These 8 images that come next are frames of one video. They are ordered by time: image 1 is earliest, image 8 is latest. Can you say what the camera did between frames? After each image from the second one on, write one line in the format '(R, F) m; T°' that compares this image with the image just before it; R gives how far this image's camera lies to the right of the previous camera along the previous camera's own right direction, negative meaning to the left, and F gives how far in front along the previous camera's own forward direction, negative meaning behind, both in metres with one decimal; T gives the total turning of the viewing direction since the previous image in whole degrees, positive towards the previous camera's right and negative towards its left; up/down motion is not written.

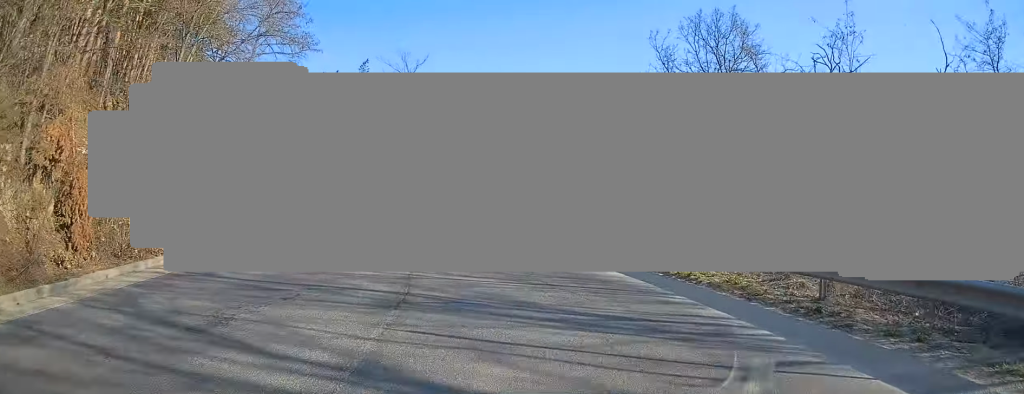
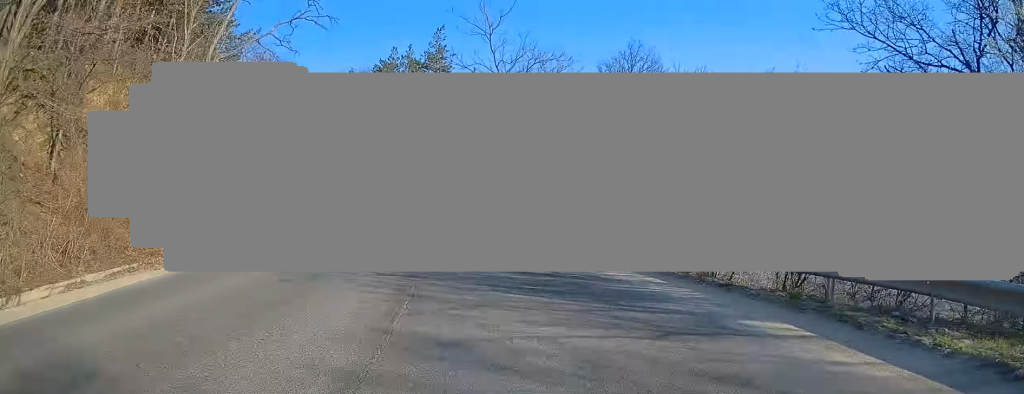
(-0.9, +11.1) m; -10°
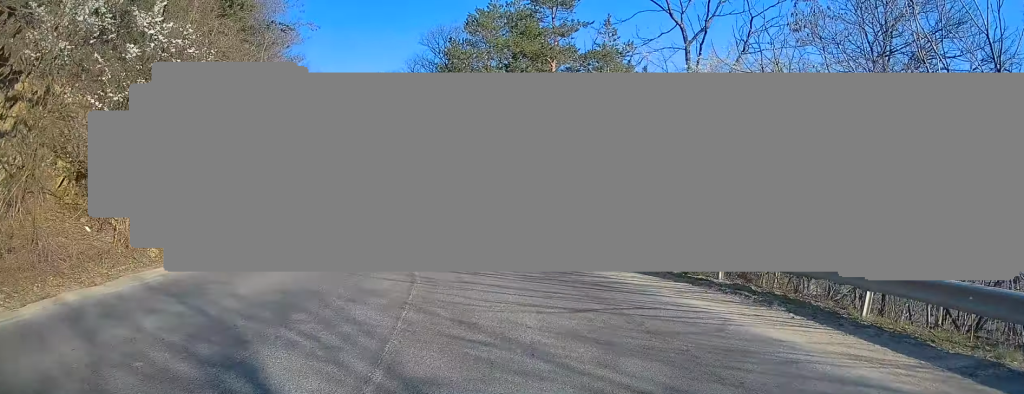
(-1.5, +13.8) m; -11°
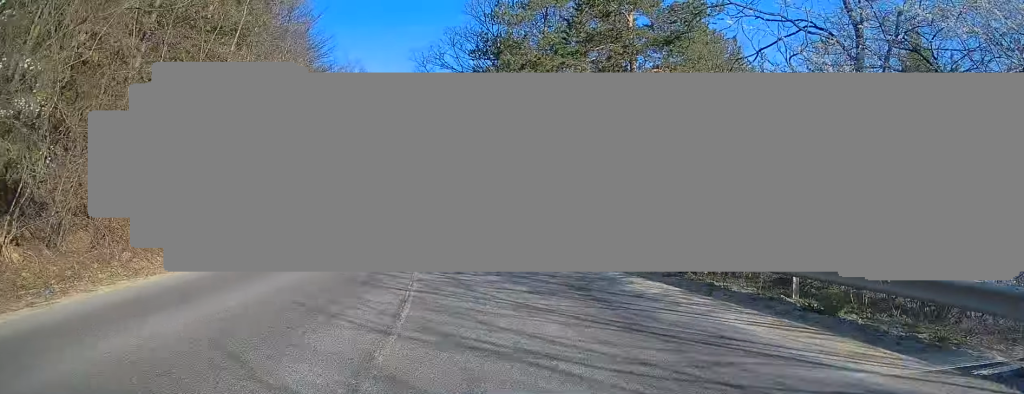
(-0.2, +6.7) m; -4°
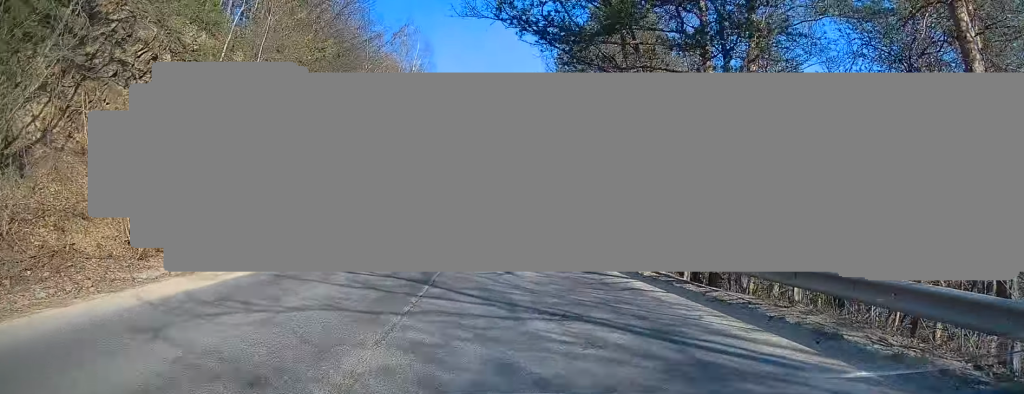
(-0.4, +12.6) m; -7°
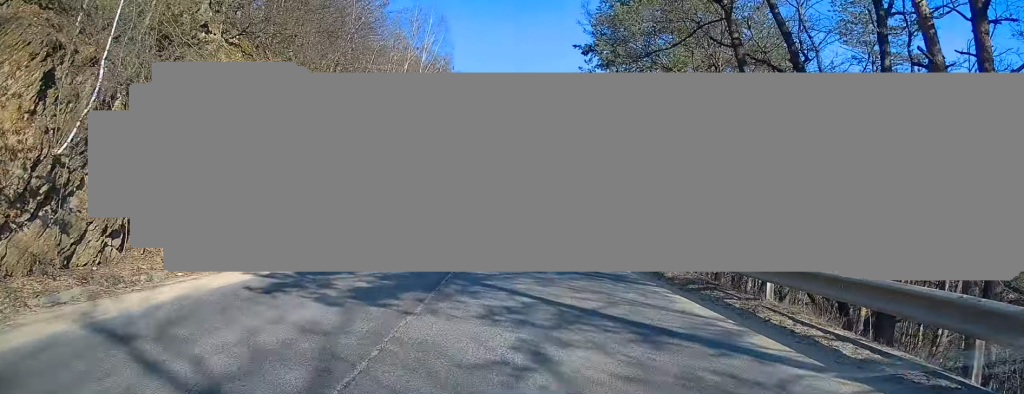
(-0.6, +7.3) m; -2°
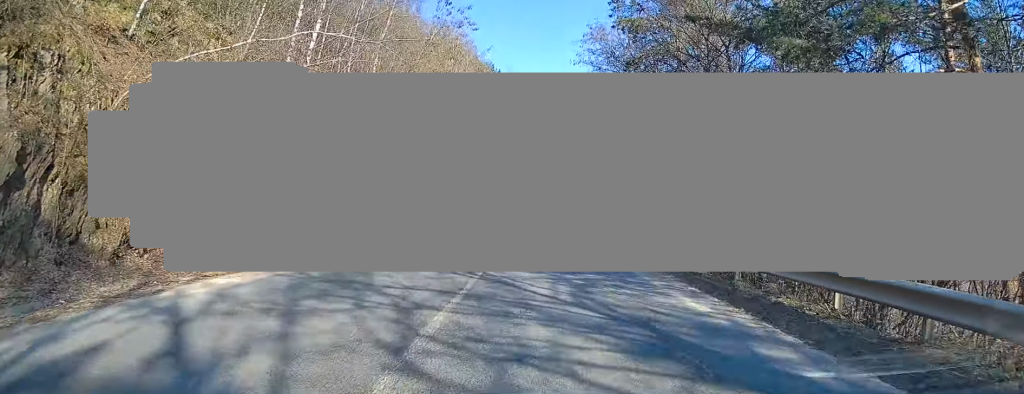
(-0.8, +23.0) m; -2°
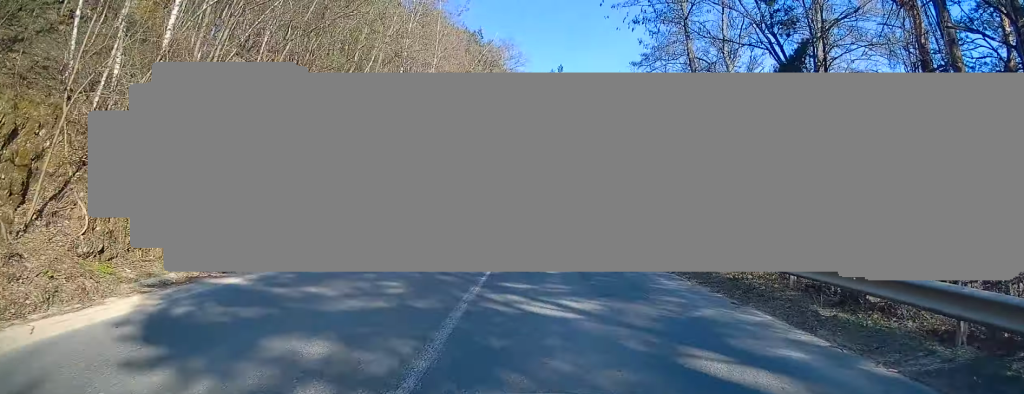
(-0.1, +16.2) m; +1°
